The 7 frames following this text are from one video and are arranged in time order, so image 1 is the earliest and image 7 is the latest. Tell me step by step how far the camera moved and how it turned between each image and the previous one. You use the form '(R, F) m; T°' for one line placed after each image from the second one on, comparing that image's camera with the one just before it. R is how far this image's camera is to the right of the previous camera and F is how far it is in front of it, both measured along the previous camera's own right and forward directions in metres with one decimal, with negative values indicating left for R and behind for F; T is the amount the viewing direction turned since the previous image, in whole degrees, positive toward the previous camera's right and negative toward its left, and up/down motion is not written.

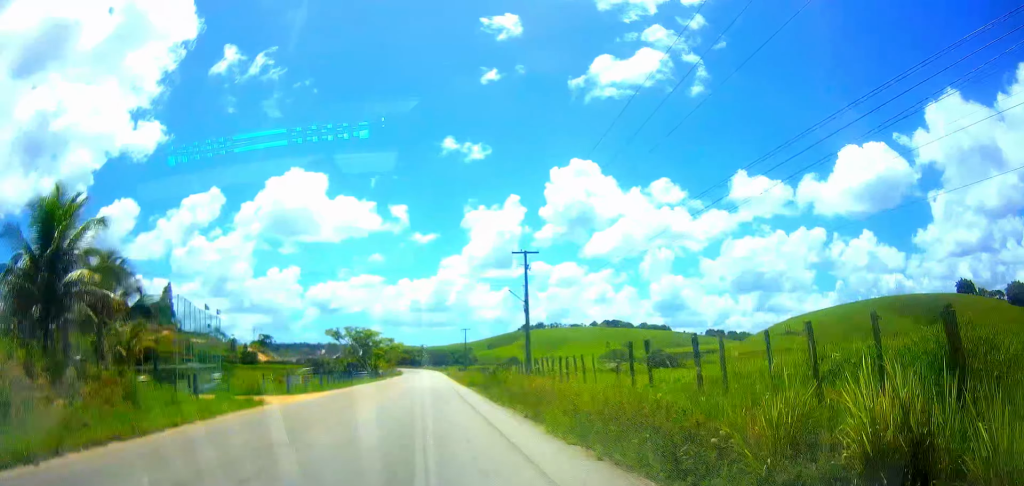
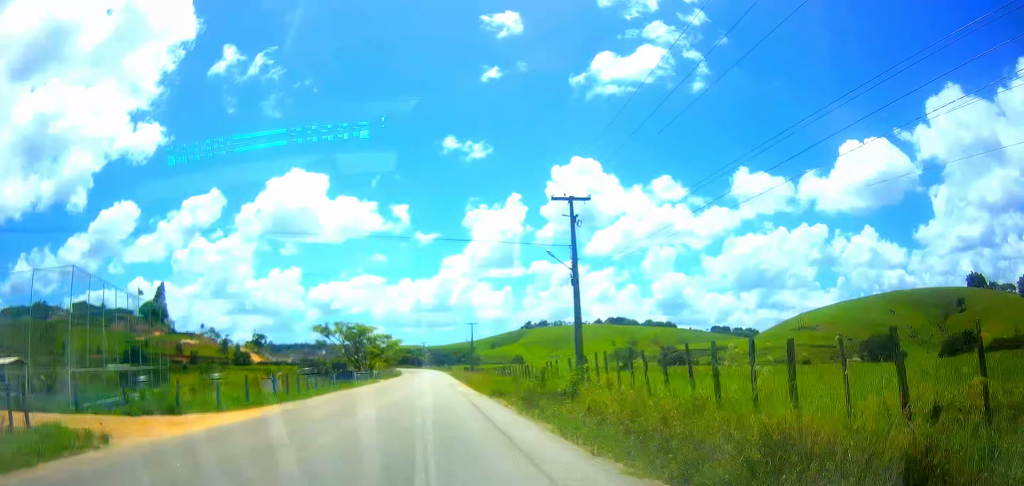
(+0.2, +14.0) m; 0°
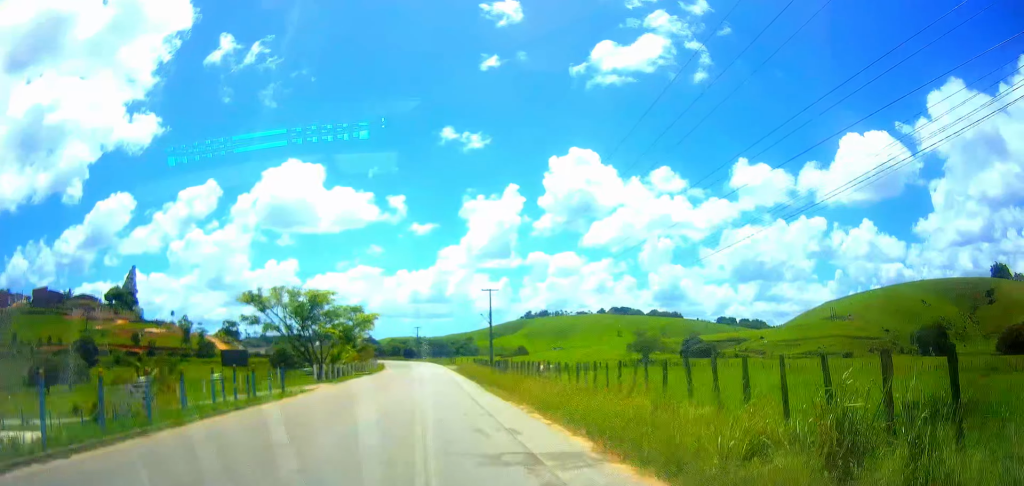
(-0.5, +39.3) m; -1°
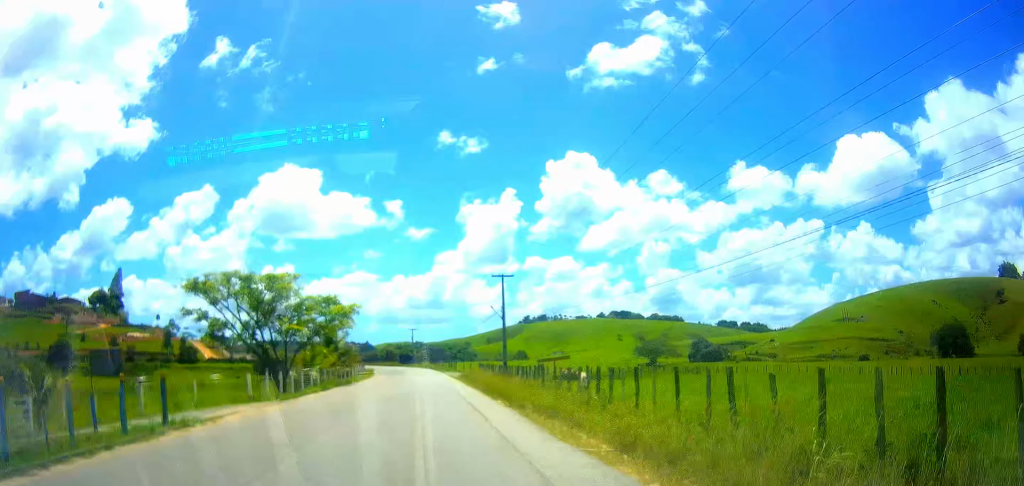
(0.0, +15.3) m; 0°
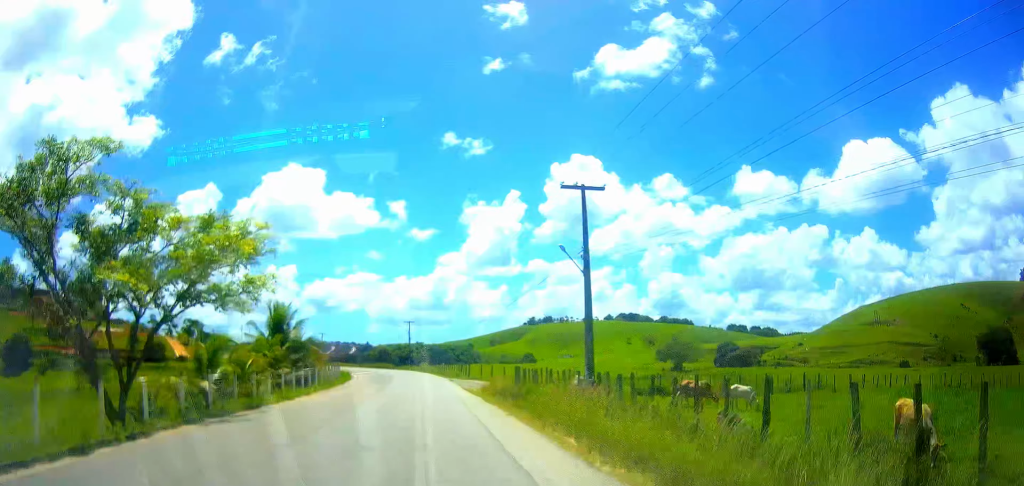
(-0.1, +28.7) m; 0°
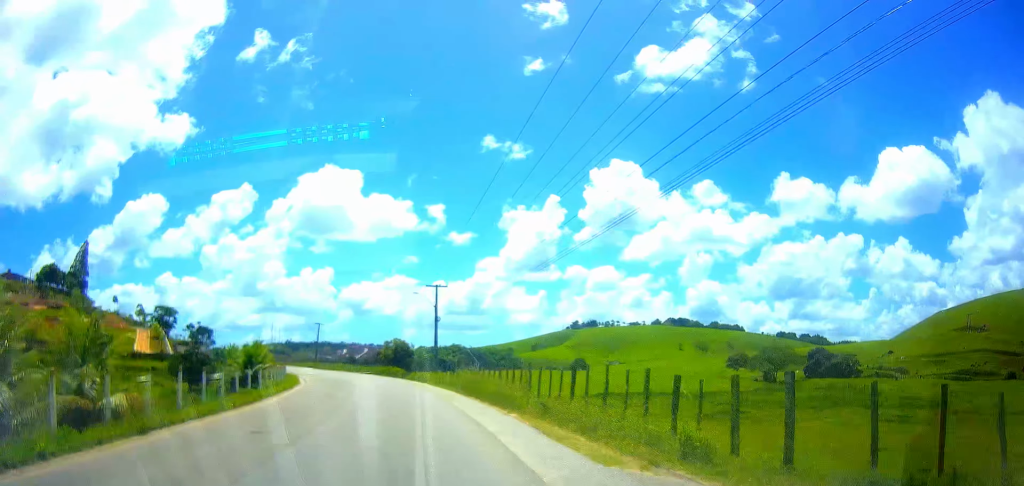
(+0.3, +53.6) m; +1°
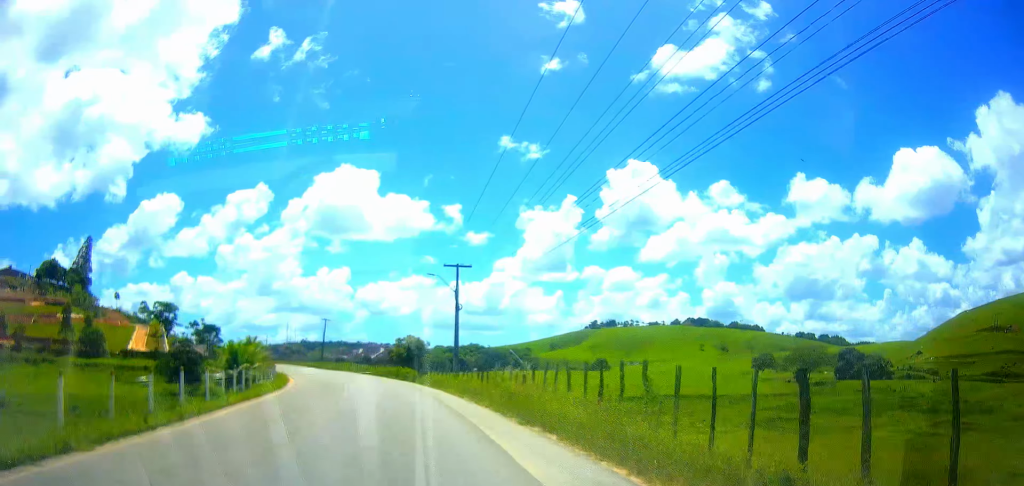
(+0.1, +11.8) m; -1°
